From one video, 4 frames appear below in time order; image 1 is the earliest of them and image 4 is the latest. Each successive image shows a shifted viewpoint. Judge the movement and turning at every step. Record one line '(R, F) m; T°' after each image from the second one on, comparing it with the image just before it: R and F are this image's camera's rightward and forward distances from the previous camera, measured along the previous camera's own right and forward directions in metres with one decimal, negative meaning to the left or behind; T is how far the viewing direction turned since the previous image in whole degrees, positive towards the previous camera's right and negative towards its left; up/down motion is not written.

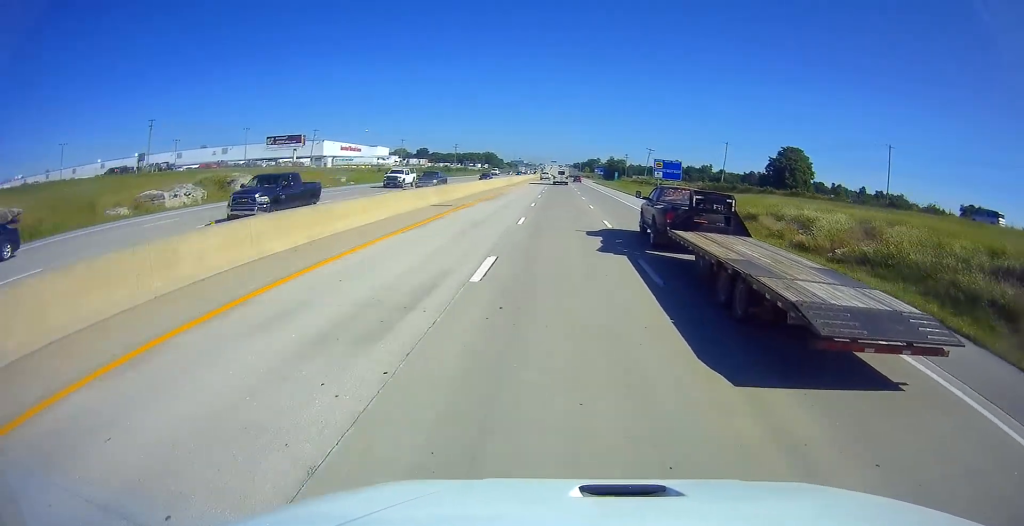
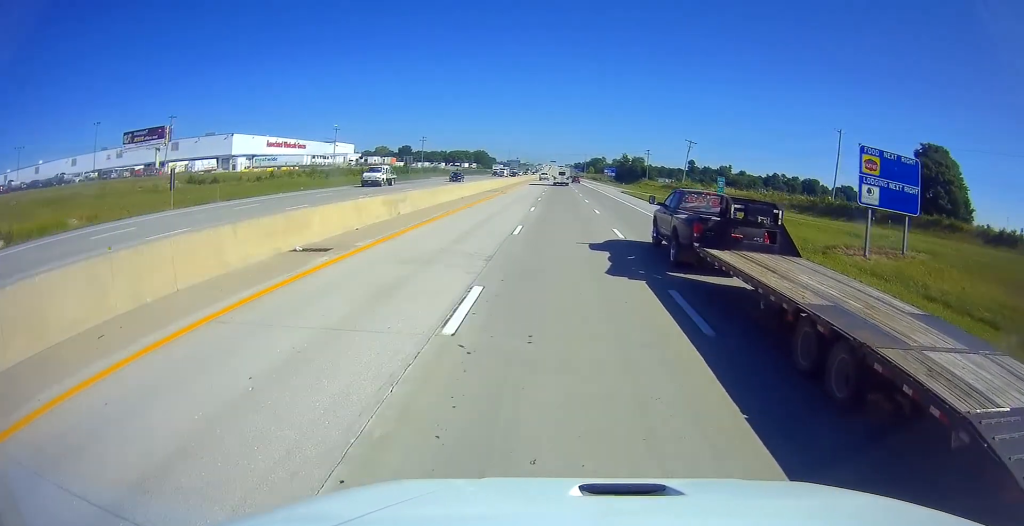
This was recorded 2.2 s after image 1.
(-1.0, +64.8) m; -1°
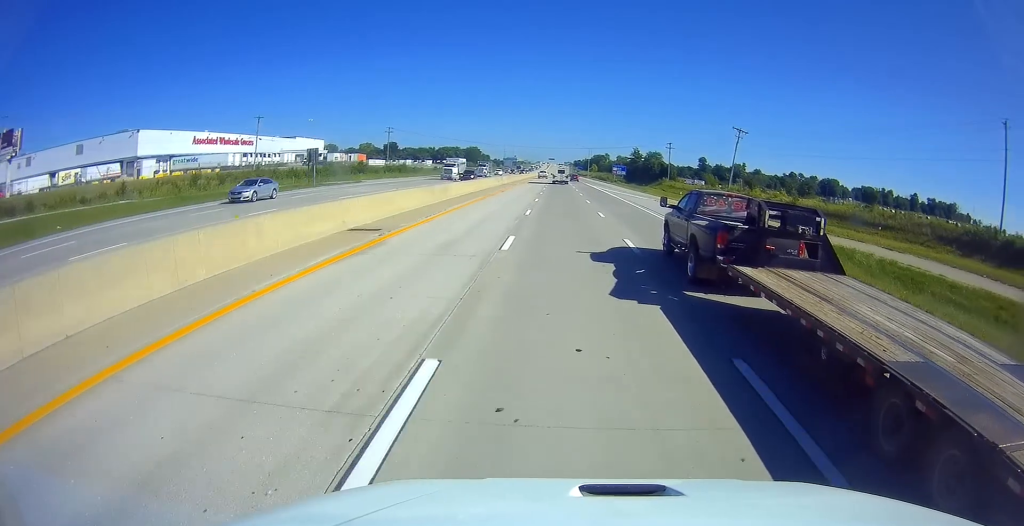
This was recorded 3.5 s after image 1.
(+0.4, +40.9) m; 0°
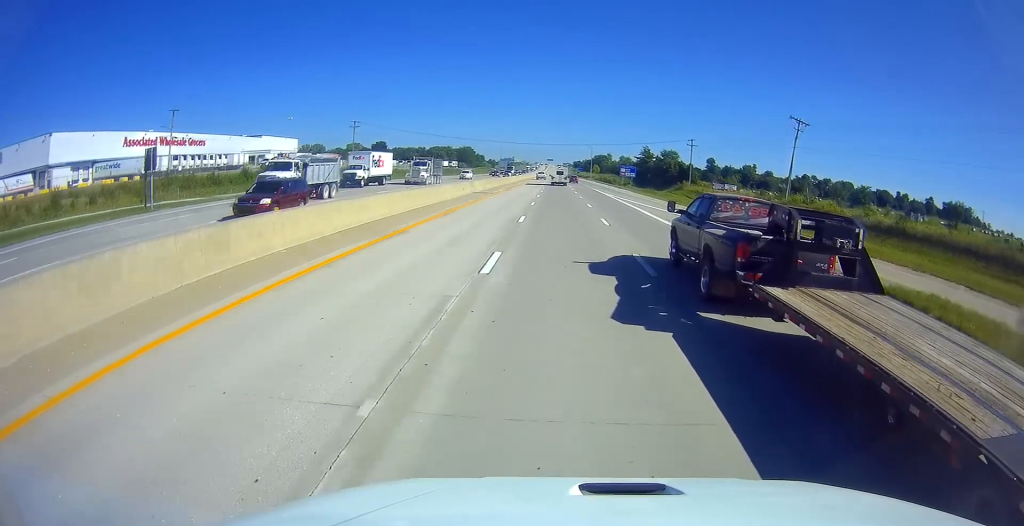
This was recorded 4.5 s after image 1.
(-0.4, +27.9) m; 0°
